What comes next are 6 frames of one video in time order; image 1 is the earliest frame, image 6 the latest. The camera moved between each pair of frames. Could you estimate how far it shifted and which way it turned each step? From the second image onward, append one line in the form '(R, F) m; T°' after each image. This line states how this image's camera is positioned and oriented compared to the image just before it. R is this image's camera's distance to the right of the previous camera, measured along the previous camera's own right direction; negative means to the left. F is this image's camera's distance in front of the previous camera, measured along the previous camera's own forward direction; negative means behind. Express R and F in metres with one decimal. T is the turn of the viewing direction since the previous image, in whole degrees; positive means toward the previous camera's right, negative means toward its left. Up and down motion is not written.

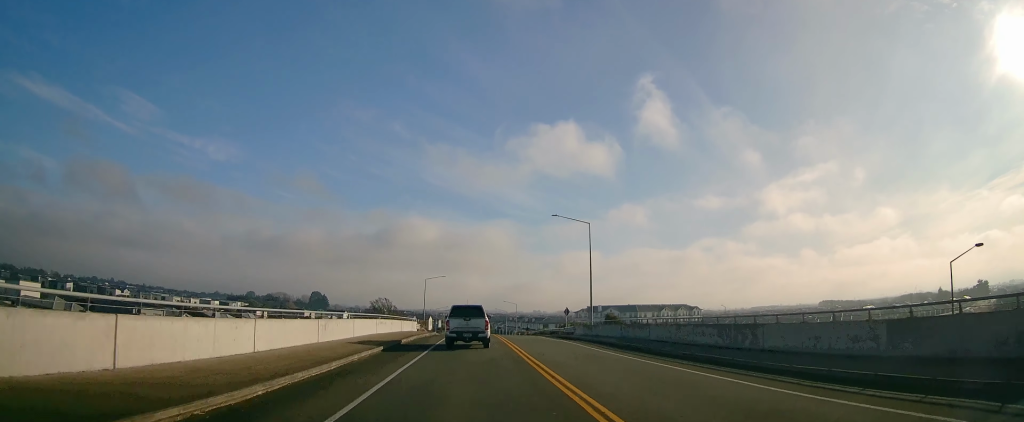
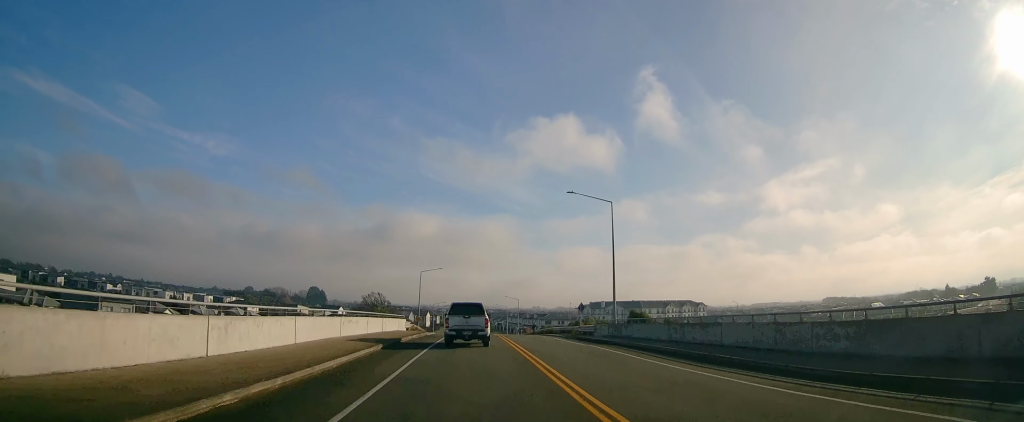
(+0.2, +9.0) m; 0°
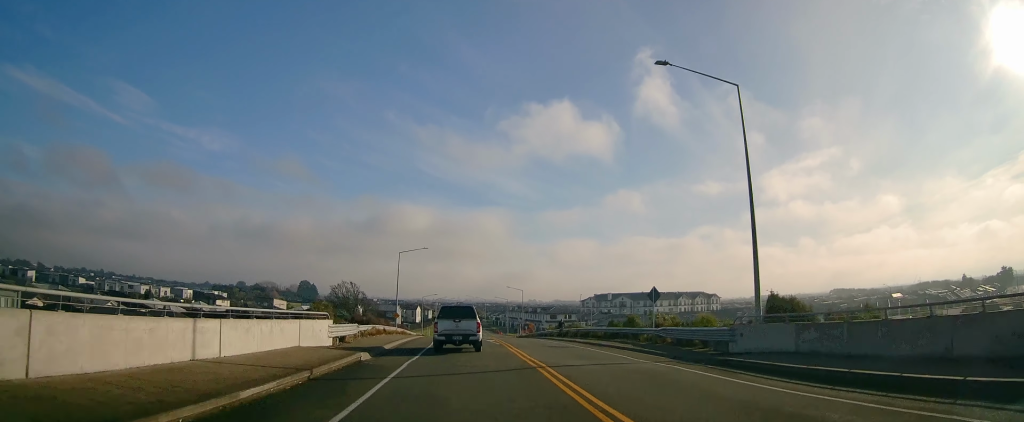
(-0.1, +23.9) m; 0°
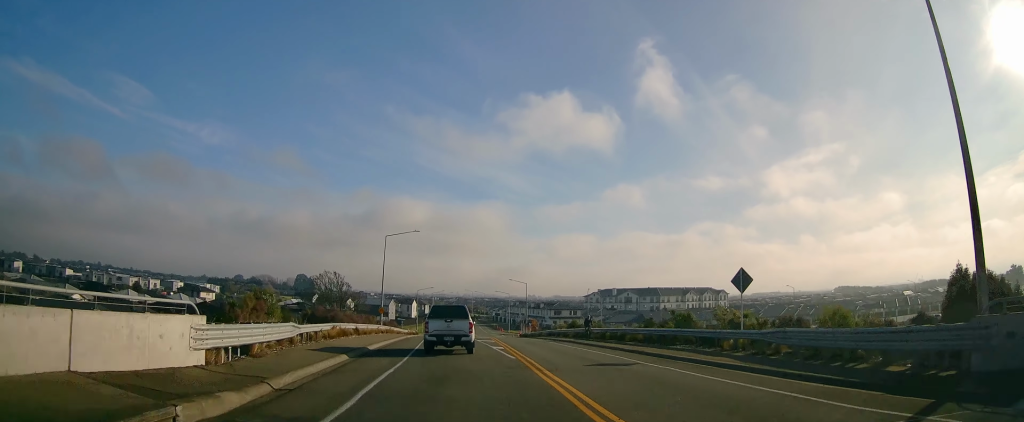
(0.0, +11.2) m; 0°
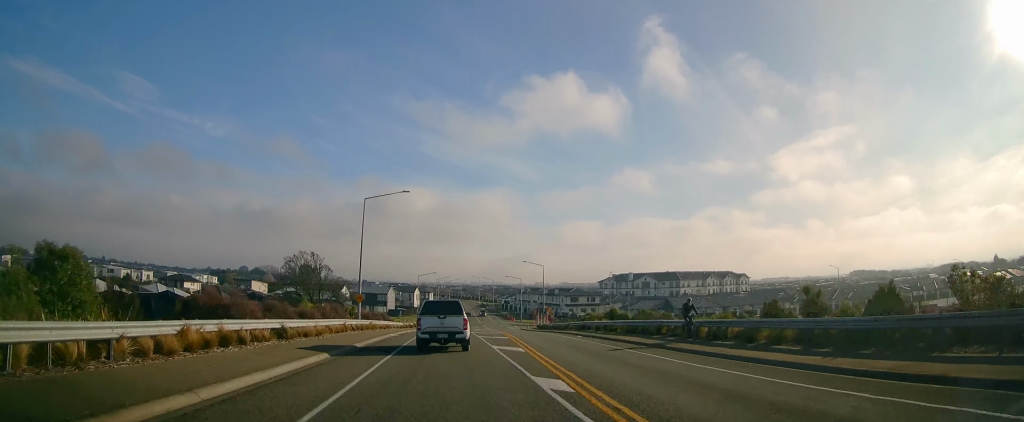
(0.0, +15.8) m; 0°
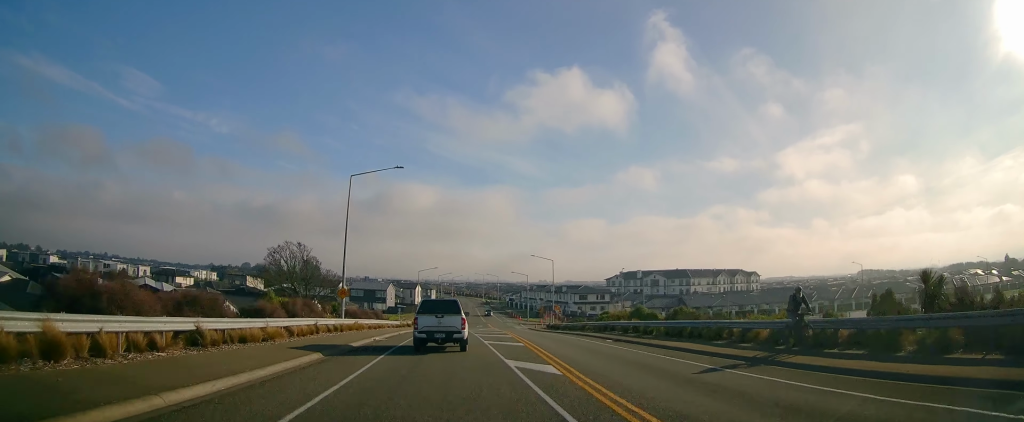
(+0.1, +7.1) m; 0°
